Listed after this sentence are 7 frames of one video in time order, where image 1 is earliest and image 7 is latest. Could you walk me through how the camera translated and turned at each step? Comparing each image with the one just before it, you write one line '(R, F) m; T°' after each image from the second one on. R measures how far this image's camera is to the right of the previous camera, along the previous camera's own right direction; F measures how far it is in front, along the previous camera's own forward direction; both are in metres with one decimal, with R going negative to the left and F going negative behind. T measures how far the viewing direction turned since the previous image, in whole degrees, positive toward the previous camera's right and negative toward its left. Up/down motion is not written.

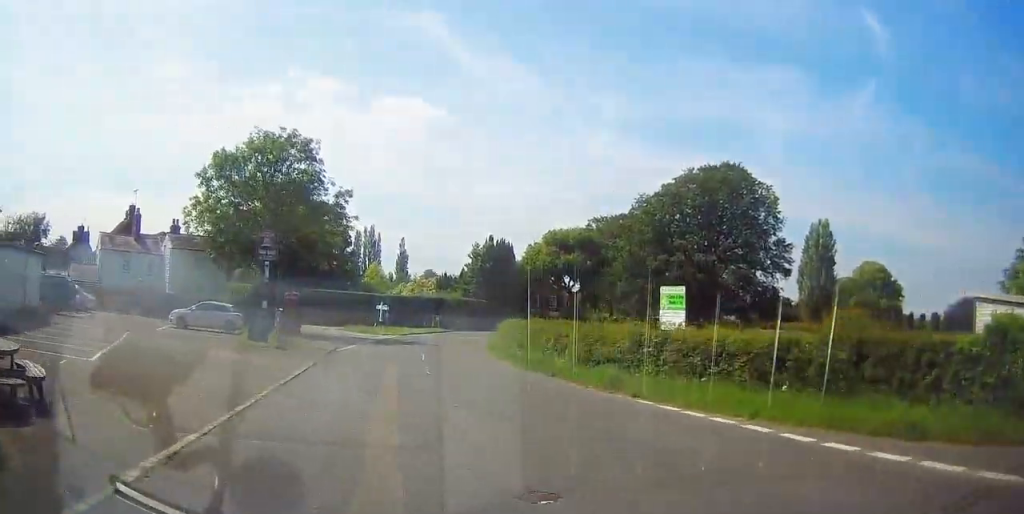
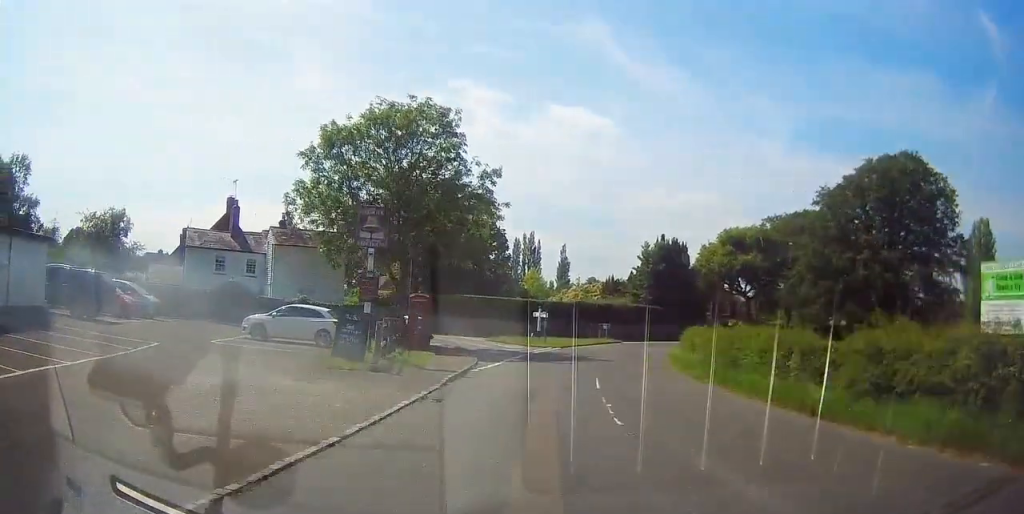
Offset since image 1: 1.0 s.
(-0.5, +8.2) m; -5°
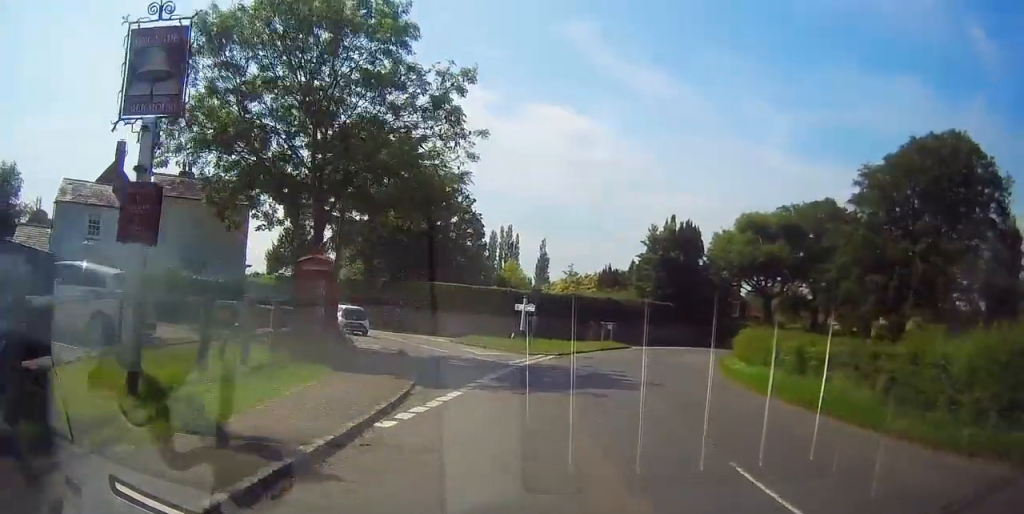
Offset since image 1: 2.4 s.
(-0.2, +13.4) m; +1°
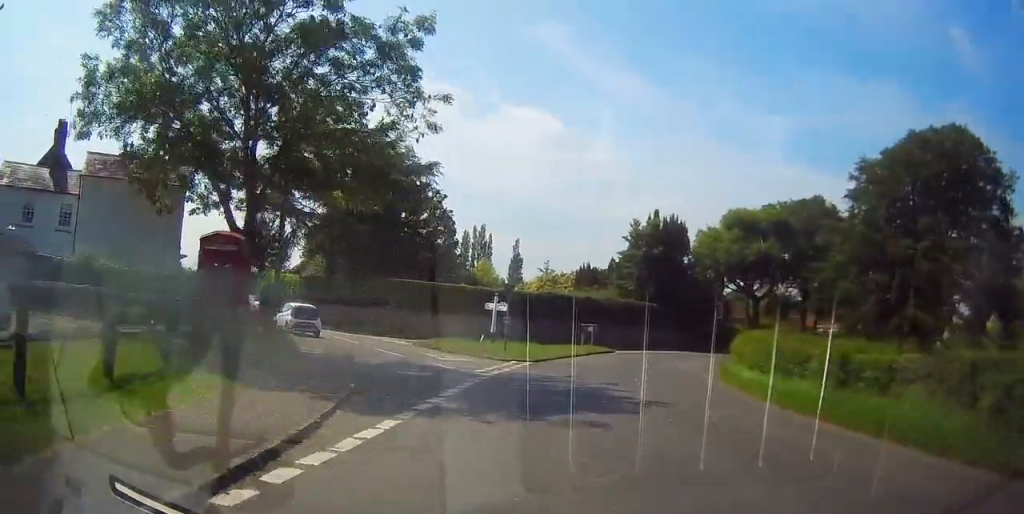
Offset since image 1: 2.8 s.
(+0.2, +3.9) m; +1°
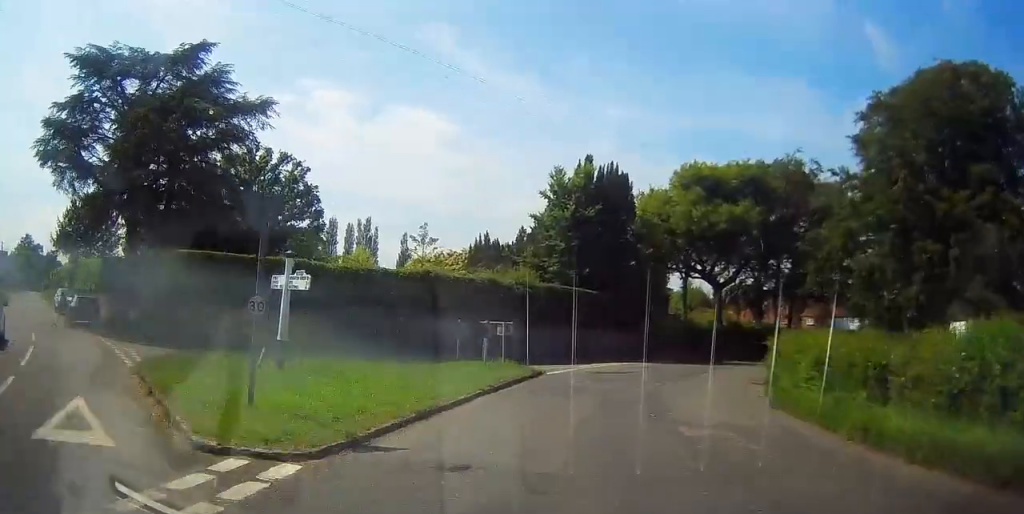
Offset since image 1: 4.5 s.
(+0.9, +16.9) m; +11°
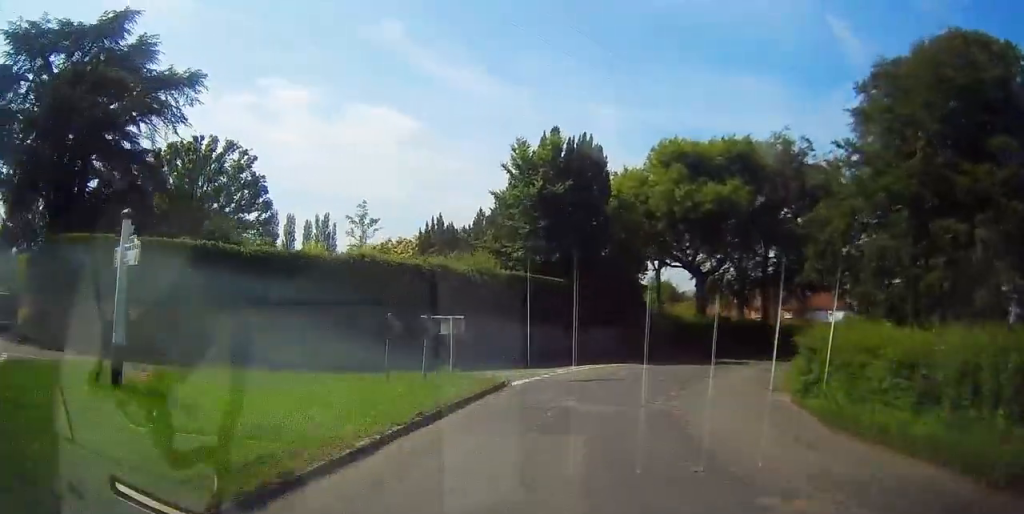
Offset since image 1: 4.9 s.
(+0.4, +4.9) m; +5°
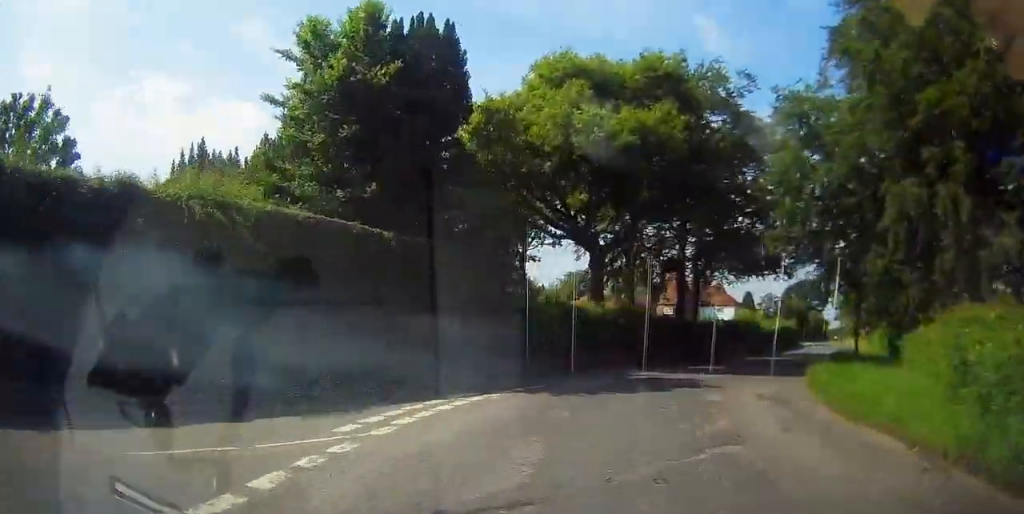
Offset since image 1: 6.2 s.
(+1.3, +13.1) m; +15°
